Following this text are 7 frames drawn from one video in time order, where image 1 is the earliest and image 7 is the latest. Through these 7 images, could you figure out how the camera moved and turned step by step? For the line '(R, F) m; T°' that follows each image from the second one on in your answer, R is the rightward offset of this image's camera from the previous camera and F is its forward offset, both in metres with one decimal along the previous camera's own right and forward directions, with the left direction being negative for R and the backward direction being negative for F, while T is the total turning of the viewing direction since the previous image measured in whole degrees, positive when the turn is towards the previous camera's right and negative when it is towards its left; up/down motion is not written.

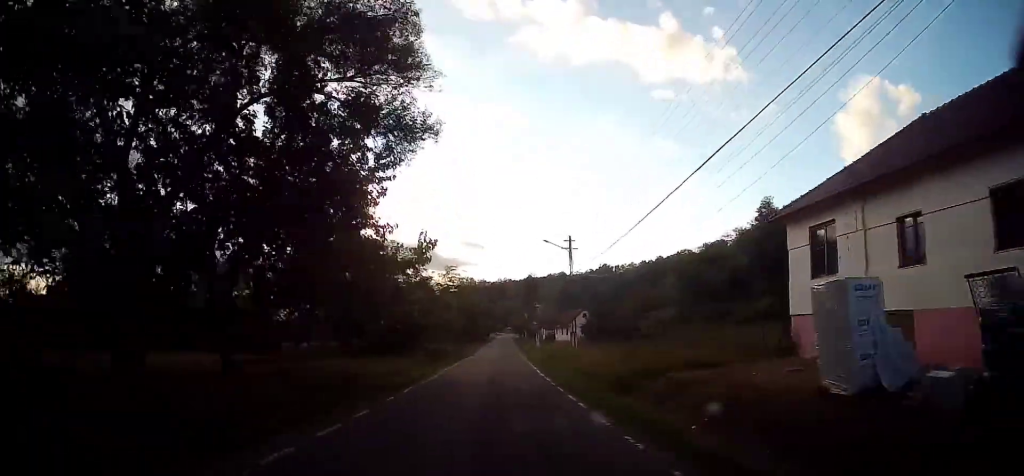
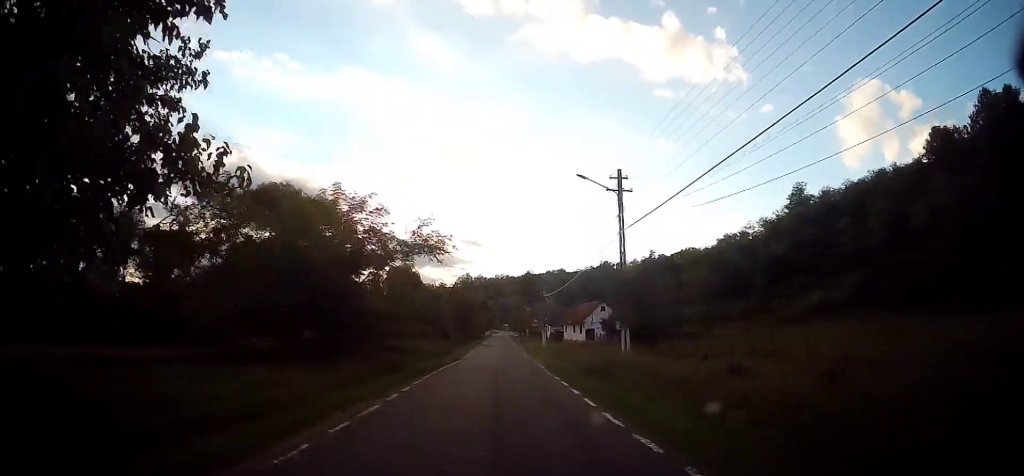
(-0.3, +13.9) m; -1°
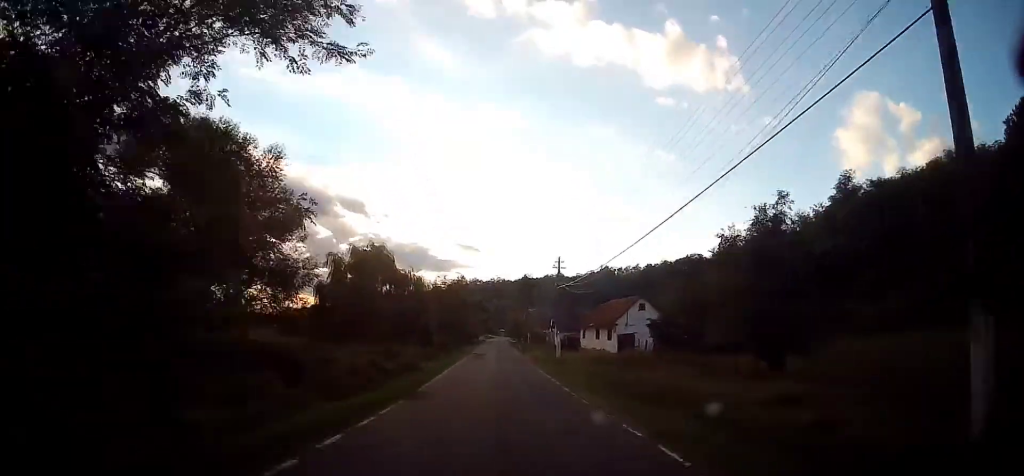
(0.0, +16.7) m; +1°
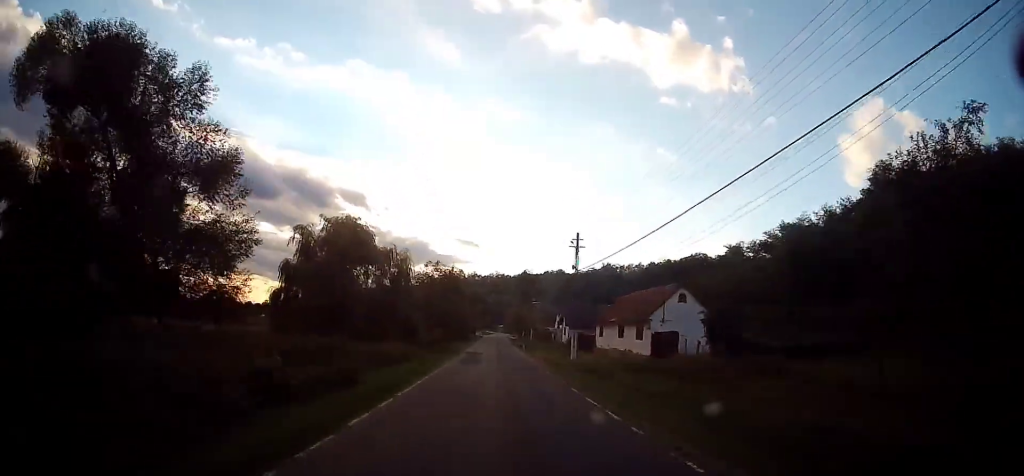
(+0.2, +9.3) m; 0°
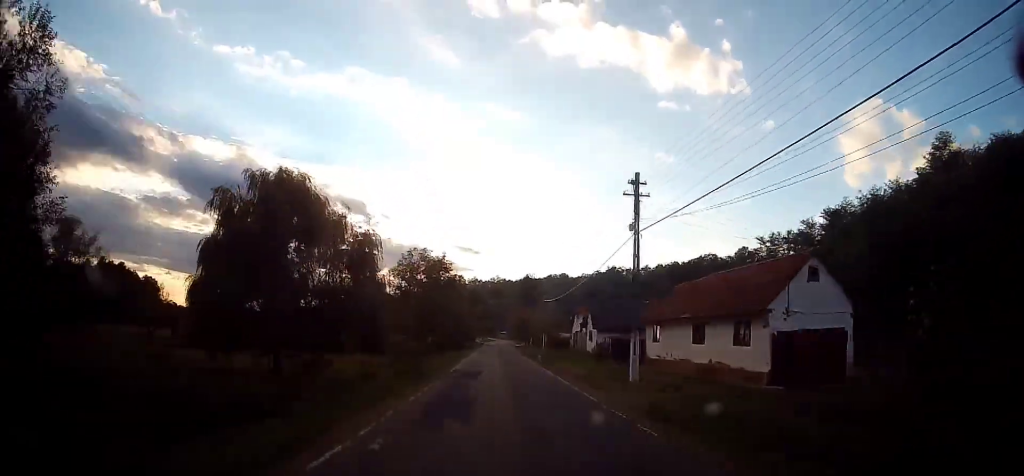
(+0.2, +14.1) m; 0°
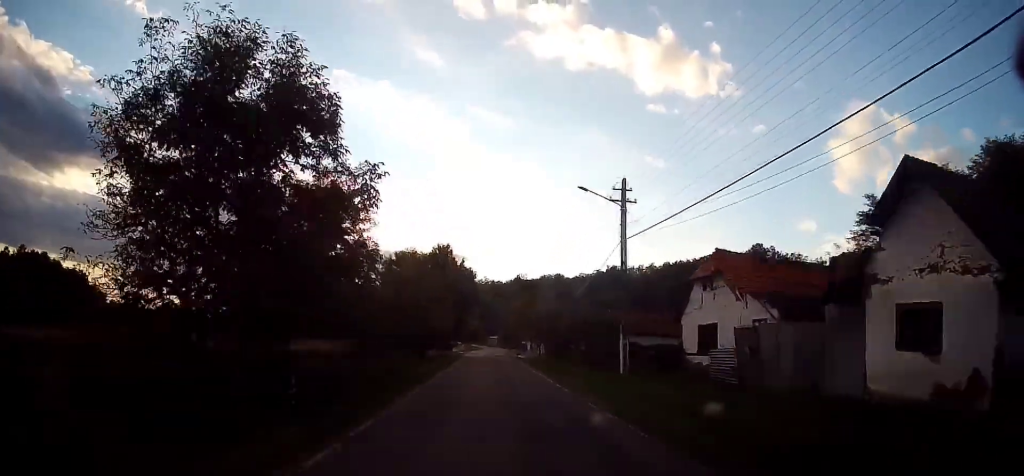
(0.0, +36.9) m; 0°
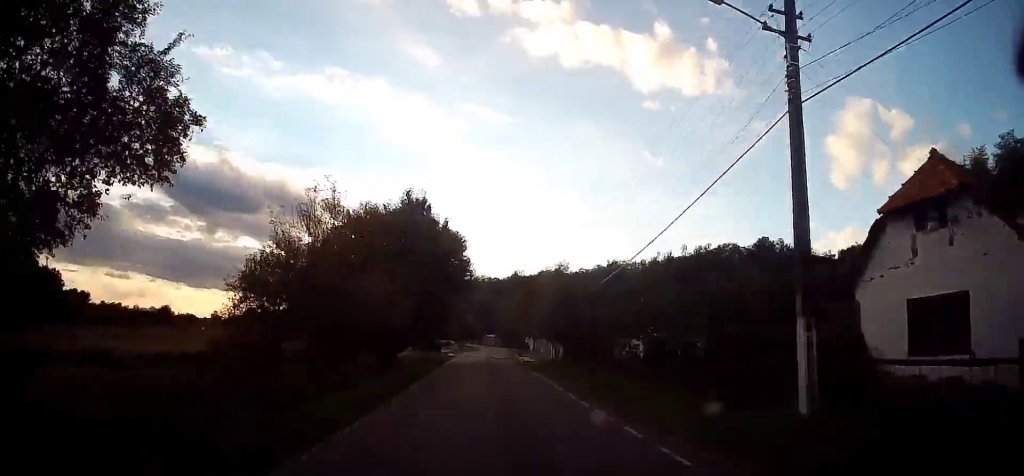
(-0.4, +12.5) m; 0°
